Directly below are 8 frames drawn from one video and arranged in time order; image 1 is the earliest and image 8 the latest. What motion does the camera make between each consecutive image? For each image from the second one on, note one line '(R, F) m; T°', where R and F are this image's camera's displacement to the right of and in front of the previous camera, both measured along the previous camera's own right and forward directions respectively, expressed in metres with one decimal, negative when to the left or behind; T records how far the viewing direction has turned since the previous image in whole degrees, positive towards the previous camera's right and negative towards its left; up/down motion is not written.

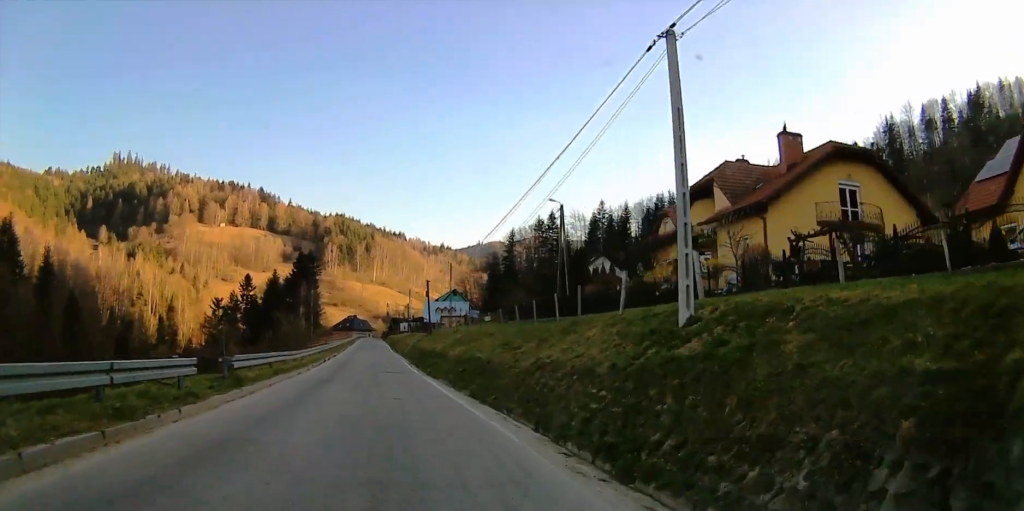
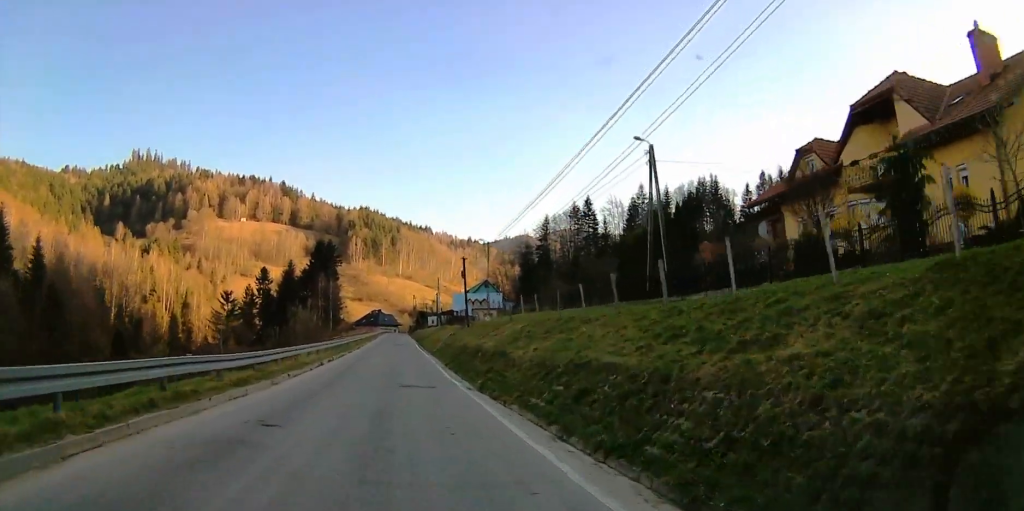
(-0.3, +14.8) m; -2°
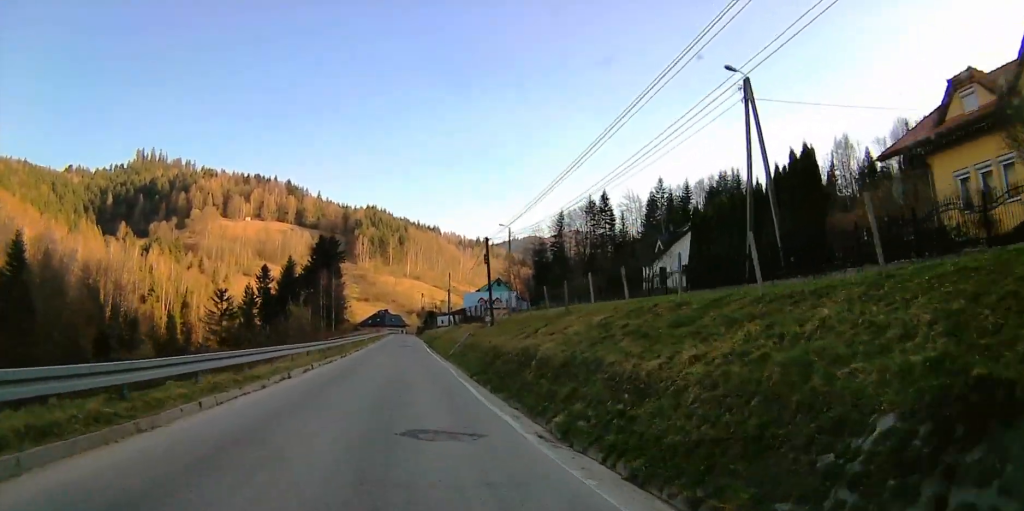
(-0.1, +10.5) m; -1°
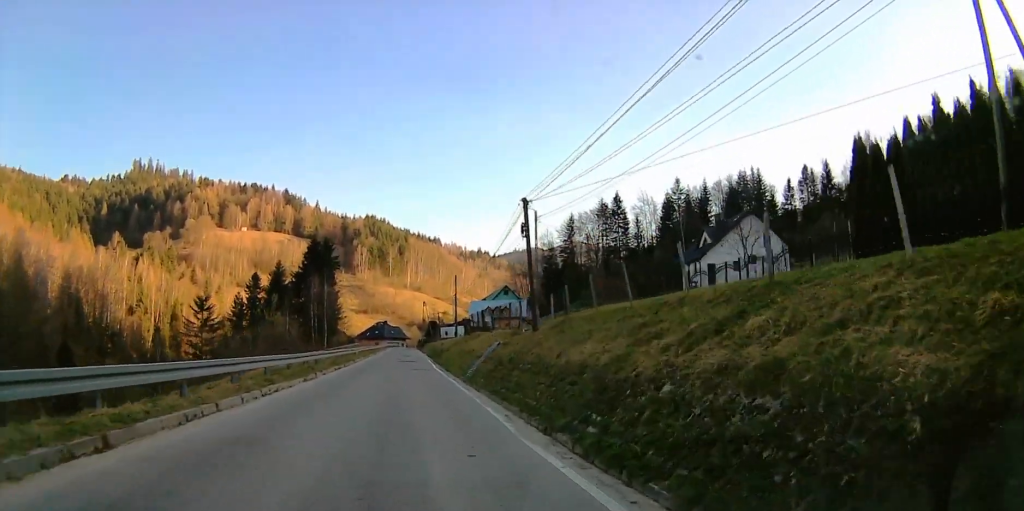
(-0.1, +13.2) m; 0°
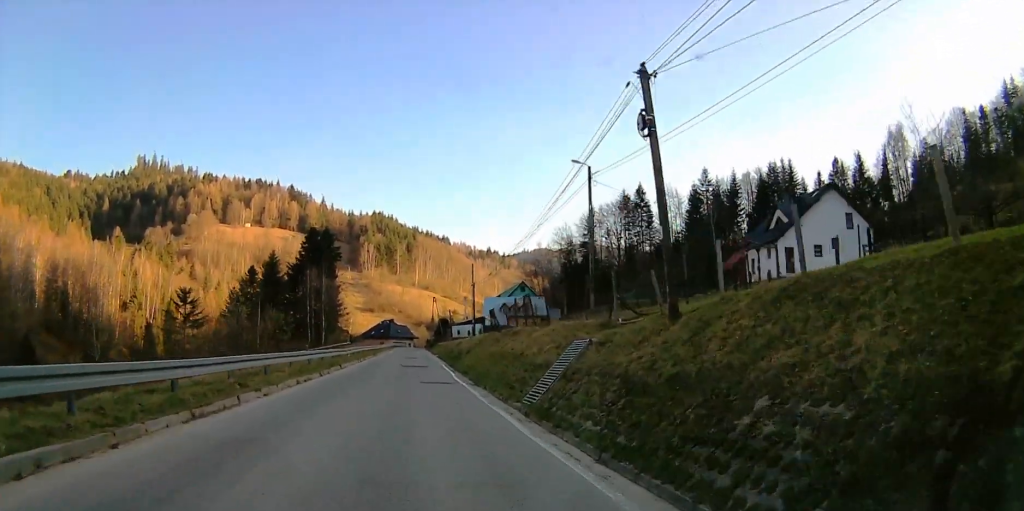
(0.0, +13.0) m; 0°
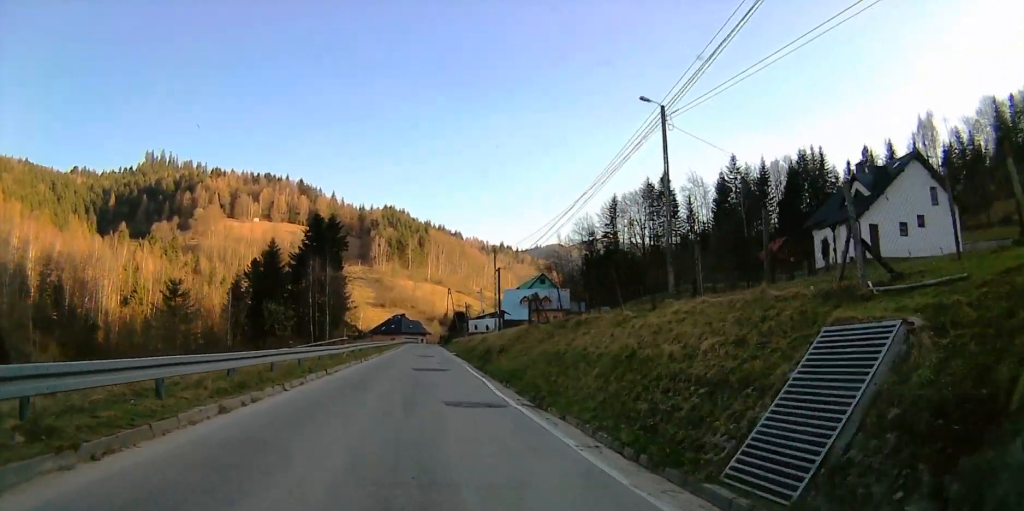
(0.0, +9.5) m; 0°
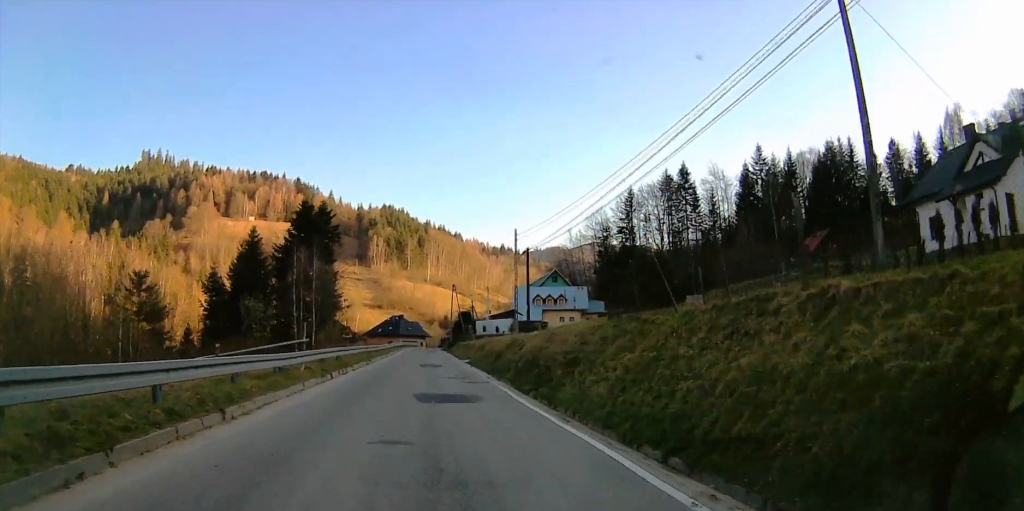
(0.0, +12.7) m; 0°
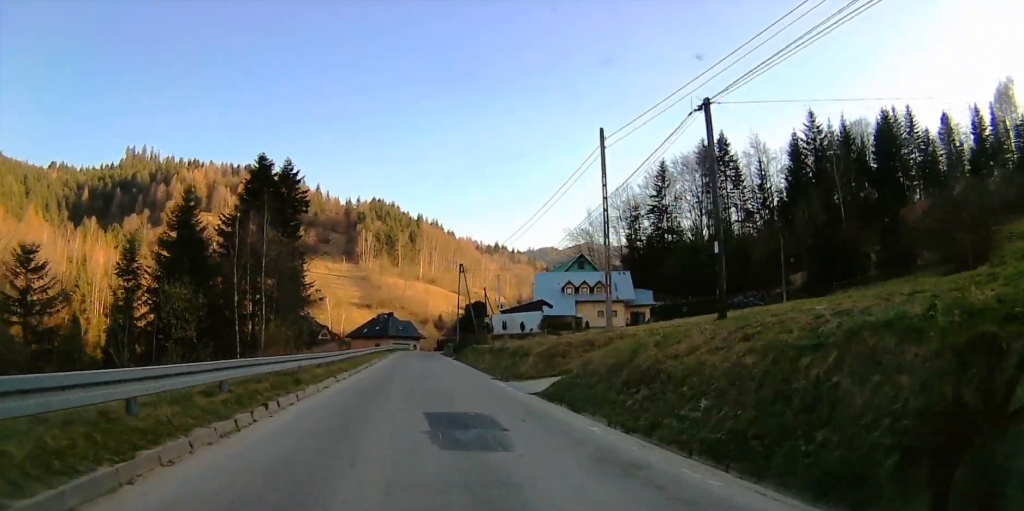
(+0.2, +24.2) m; 0°
